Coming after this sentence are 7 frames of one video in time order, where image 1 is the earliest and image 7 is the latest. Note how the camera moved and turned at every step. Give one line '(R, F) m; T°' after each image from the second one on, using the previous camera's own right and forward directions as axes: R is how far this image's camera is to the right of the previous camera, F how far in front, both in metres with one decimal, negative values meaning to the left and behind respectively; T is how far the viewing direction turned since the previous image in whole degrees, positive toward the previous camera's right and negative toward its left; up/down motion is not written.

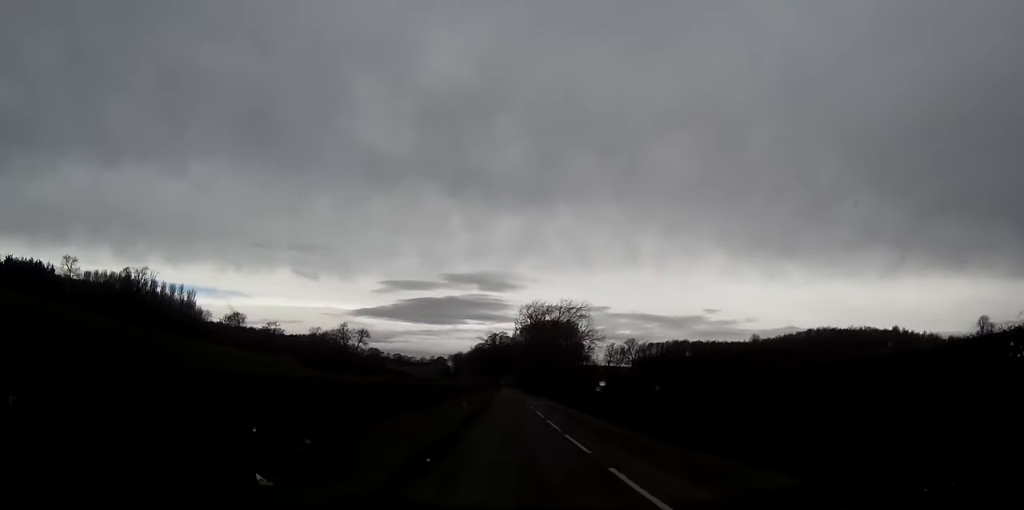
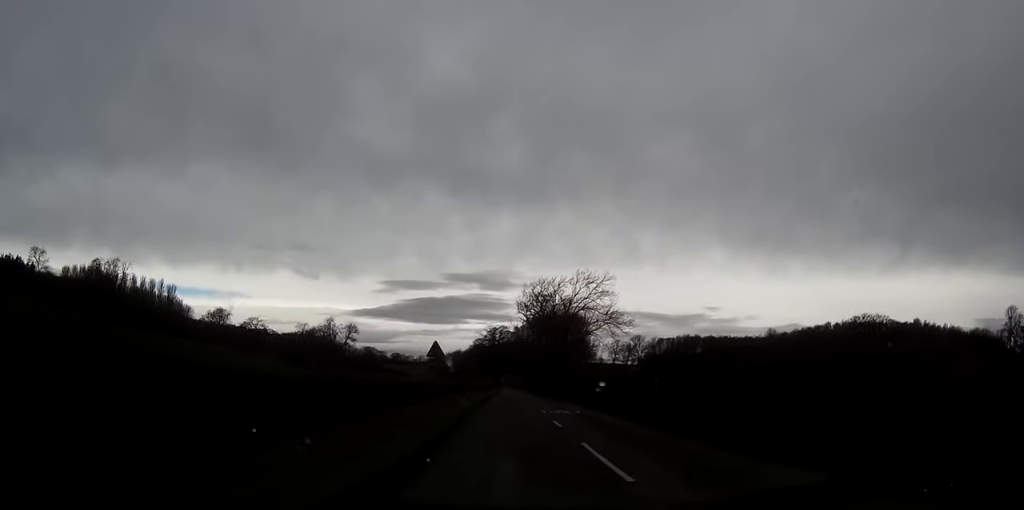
(0.0, +23.6) m; 0°
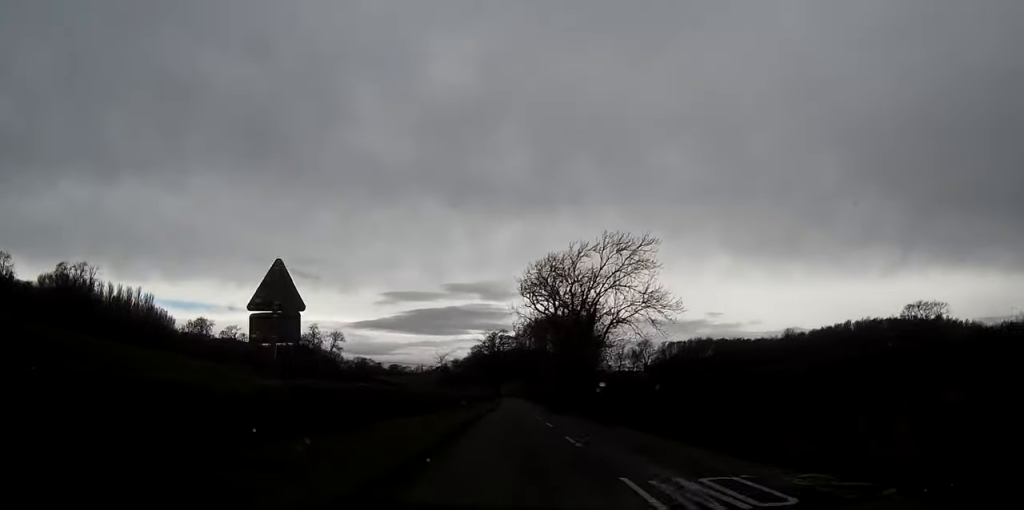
(0.0, +23.2) m; 0°
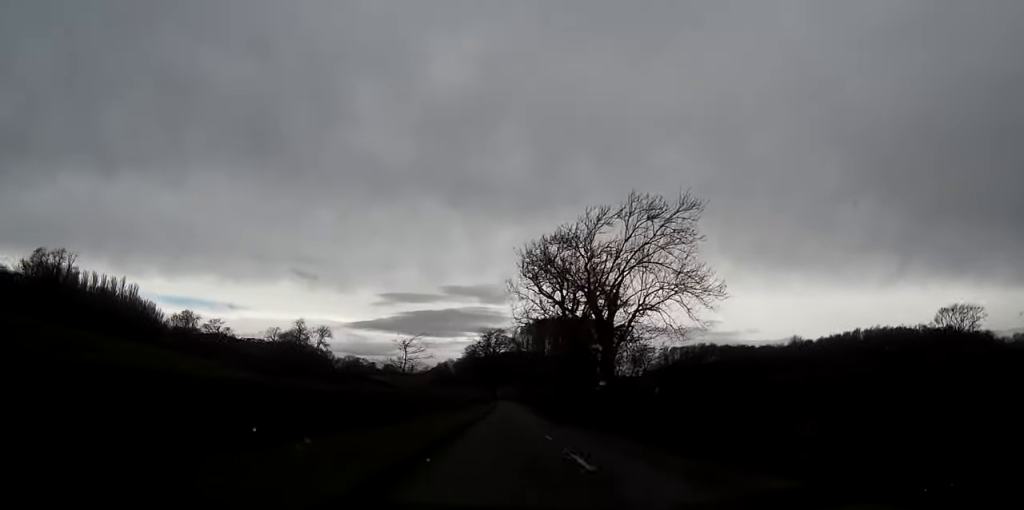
(0.0, +13.0) m; 0°
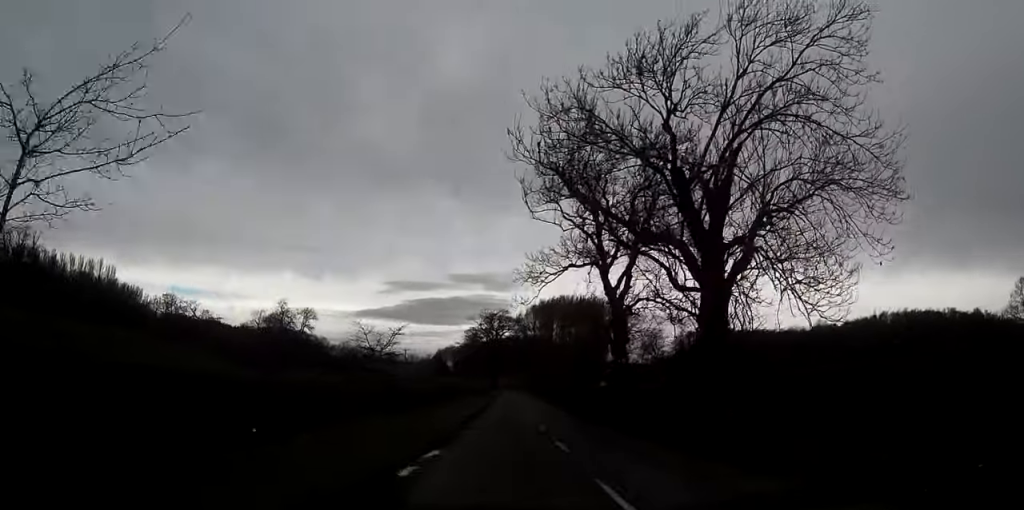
(0.0, +23.0) m; 0°
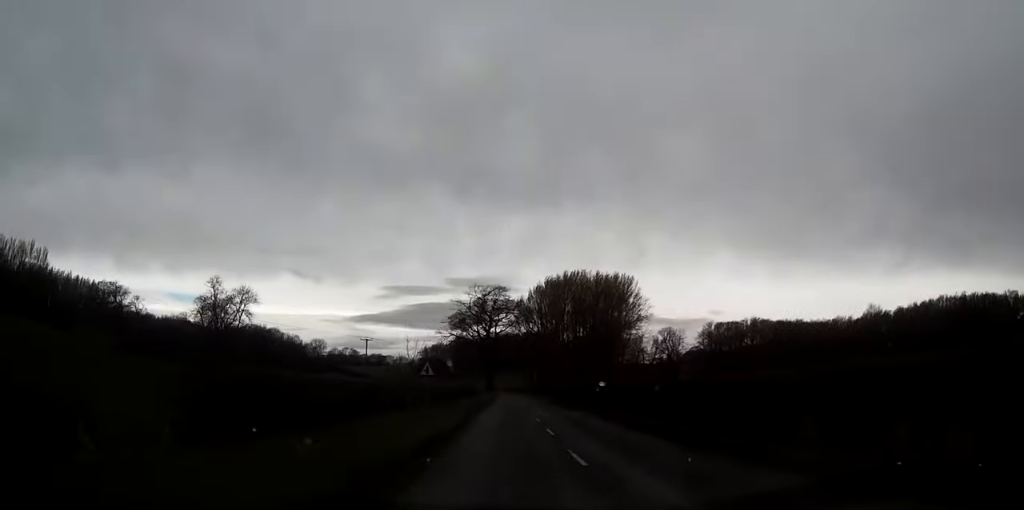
(-0.3, +49.3) m; 0°
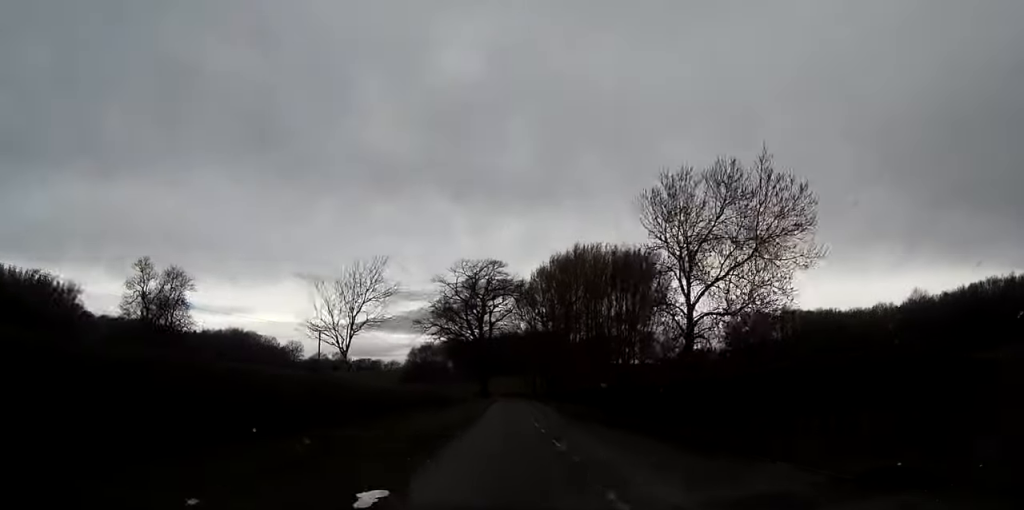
(+0.2, +33.4) m; 0°
